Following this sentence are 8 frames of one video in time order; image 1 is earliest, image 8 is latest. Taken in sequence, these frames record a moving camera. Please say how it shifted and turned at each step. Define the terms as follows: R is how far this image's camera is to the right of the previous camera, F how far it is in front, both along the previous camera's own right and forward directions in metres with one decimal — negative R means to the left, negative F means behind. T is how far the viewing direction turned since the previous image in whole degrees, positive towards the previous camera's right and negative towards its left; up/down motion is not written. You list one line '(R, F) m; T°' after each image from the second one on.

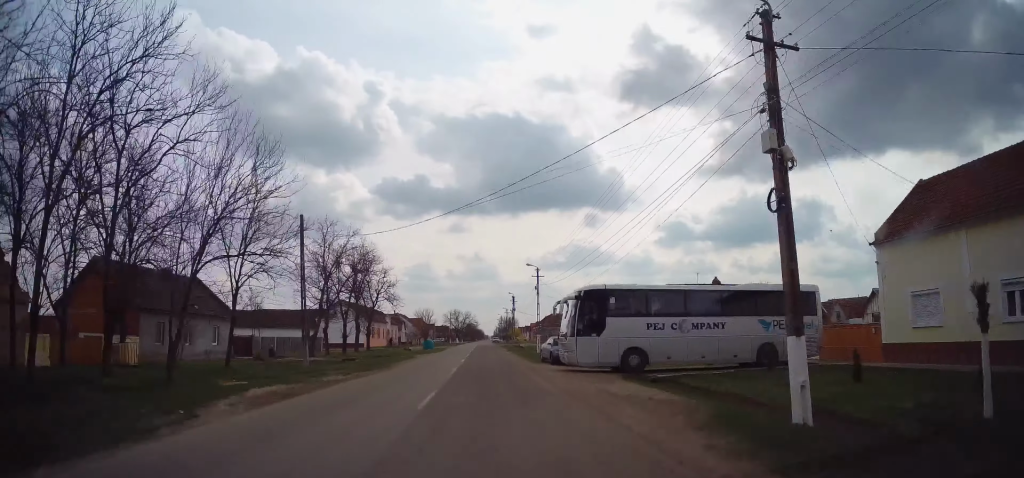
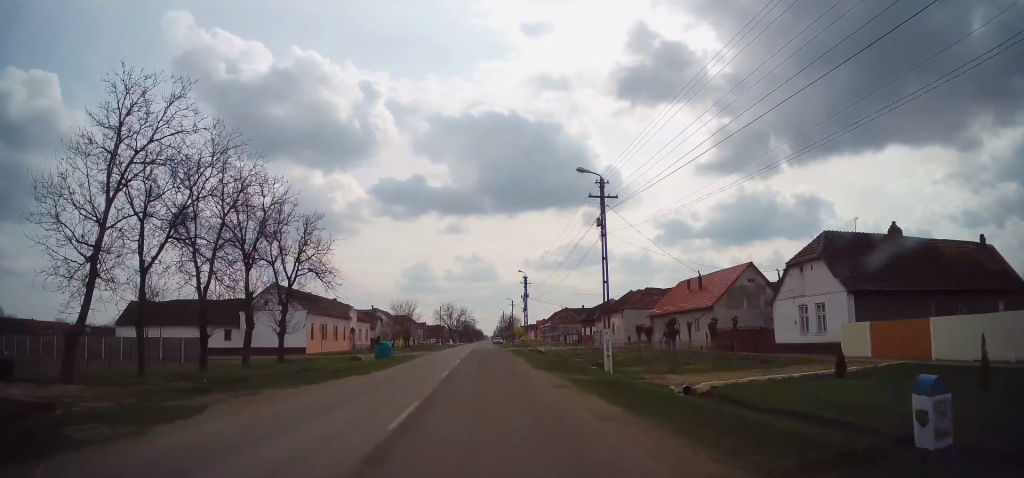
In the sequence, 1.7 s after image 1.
(+0.2, +29.6) m; 0°
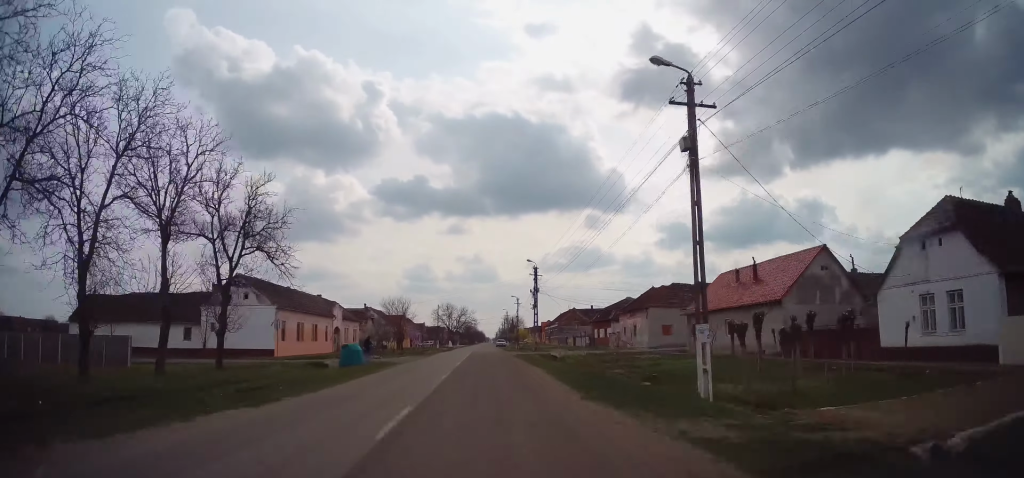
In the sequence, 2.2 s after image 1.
(-0.2, +10.1) m; 0°
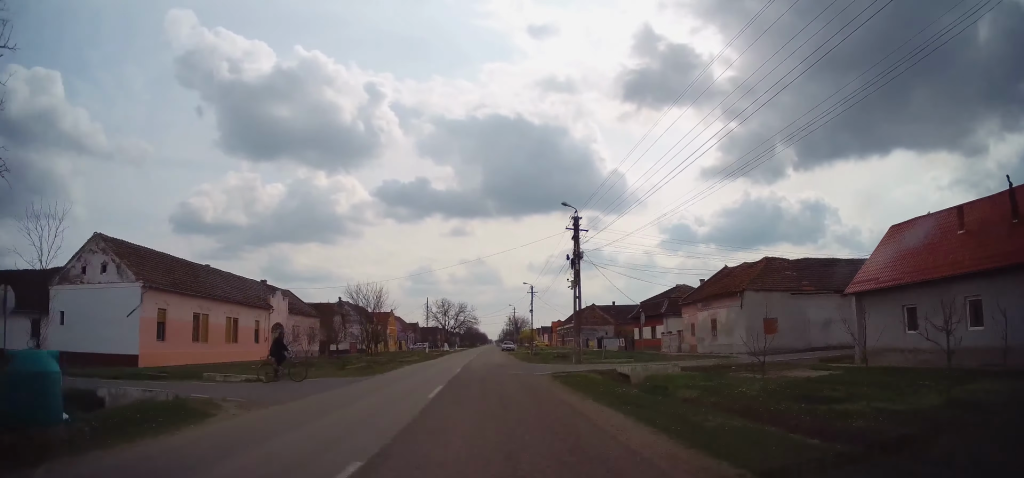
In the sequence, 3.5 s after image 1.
(+0.3, +22.6) m; 0°
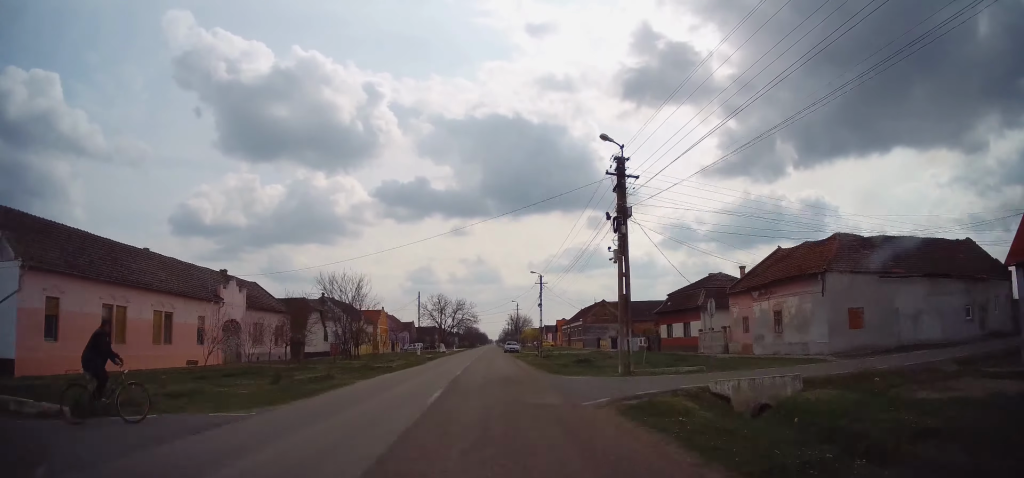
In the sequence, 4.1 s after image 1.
(-0.2, +10.1) m; 0°
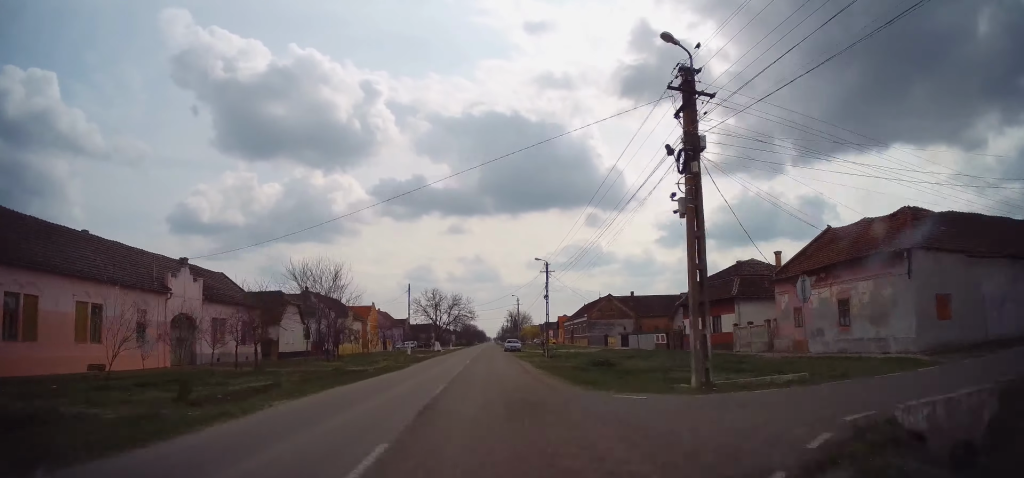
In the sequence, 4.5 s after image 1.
(0.0, +7.1) m; 0°
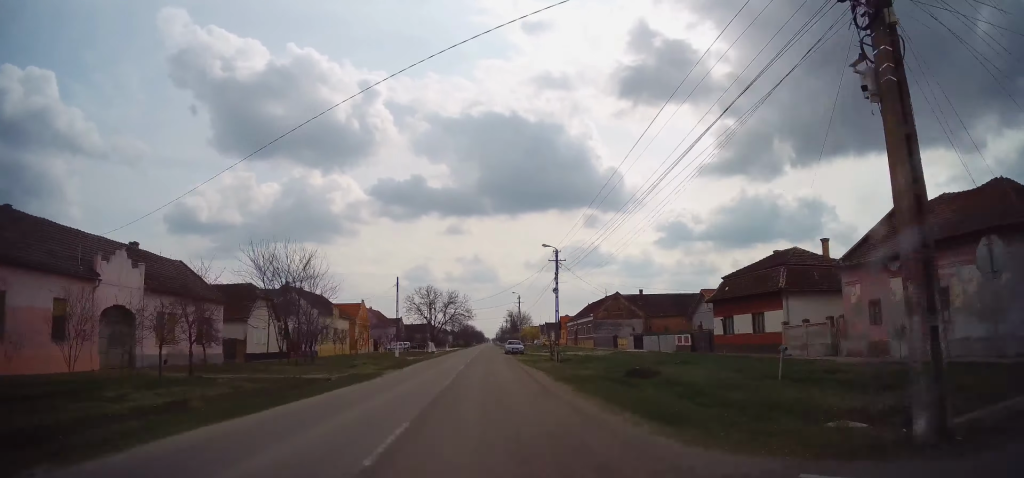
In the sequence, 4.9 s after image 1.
(+0.2, +7.1) m; 0°
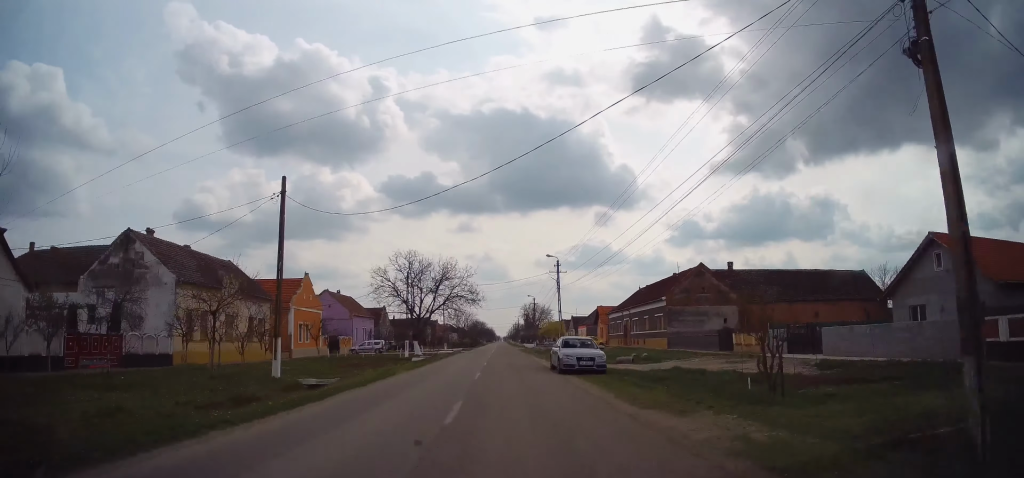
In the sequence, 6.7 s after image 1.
(-0.4, +33.2) m; -1°
